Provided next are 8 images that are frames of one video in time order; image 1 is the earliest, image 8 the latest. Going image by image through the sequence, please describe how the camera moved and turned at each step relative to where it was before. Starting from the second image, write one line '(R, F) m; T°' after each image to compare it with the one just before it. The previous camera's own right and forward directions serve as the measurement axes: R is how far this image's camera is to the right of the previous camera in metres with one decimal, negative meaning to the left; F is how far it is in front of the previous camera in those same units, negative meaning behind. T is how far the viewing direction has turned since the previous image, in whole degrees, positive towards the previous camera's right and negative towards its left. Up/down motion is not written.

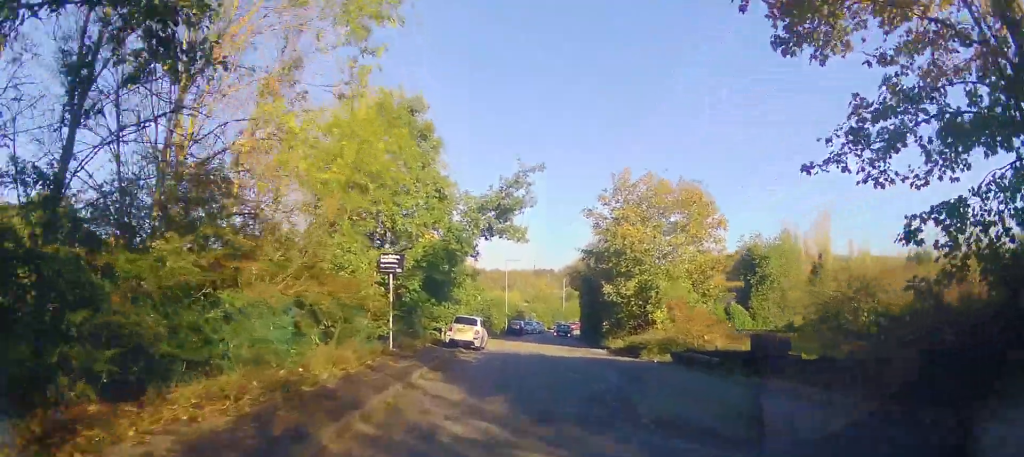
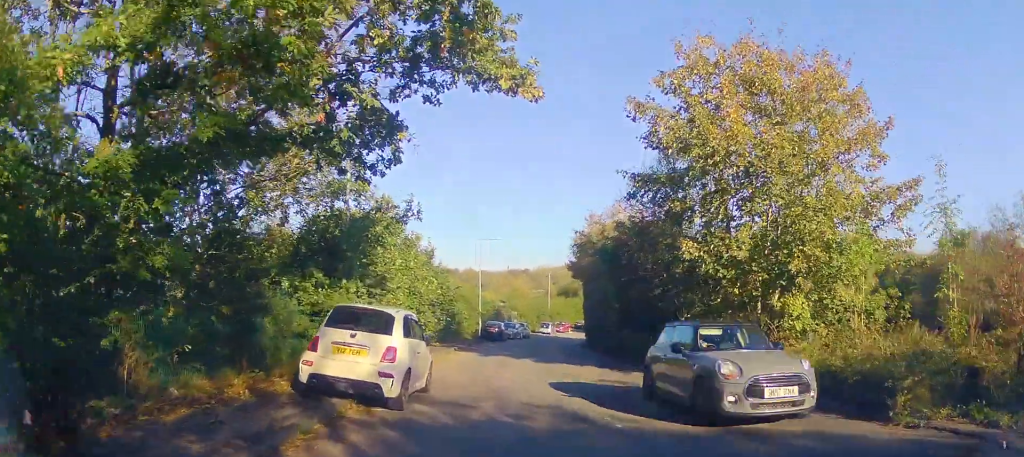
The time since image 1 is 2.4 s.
(+0.9, +18.8) m; +5°
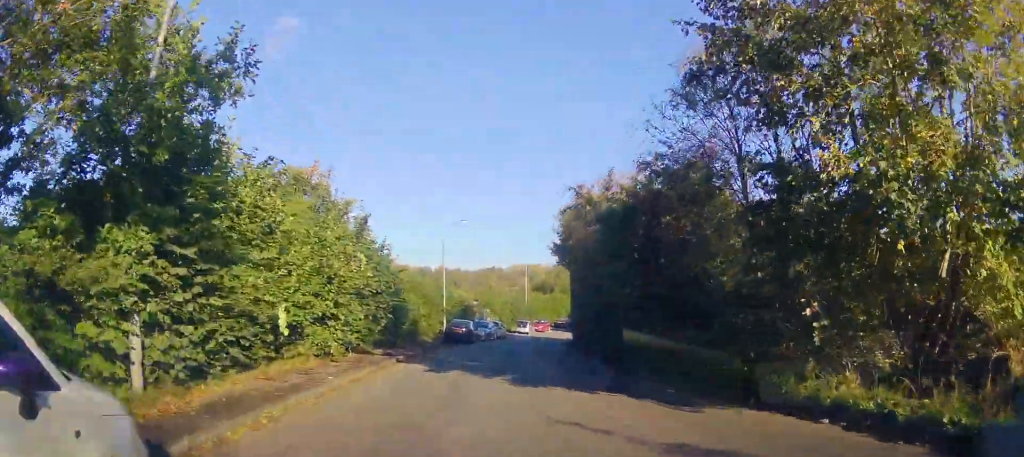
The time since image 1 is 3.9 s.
(+0.3, +7.9) m; 0°
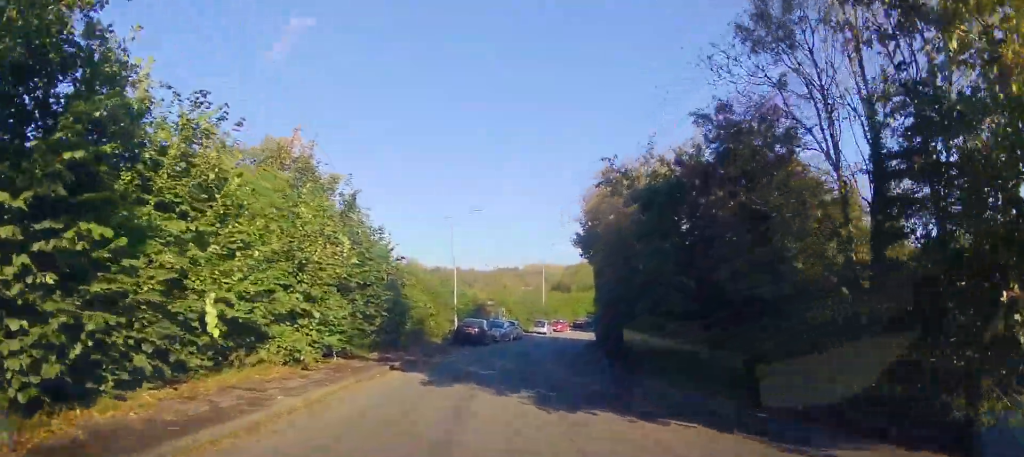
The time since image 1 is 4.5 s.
(0.0, +3.3) m; -2°
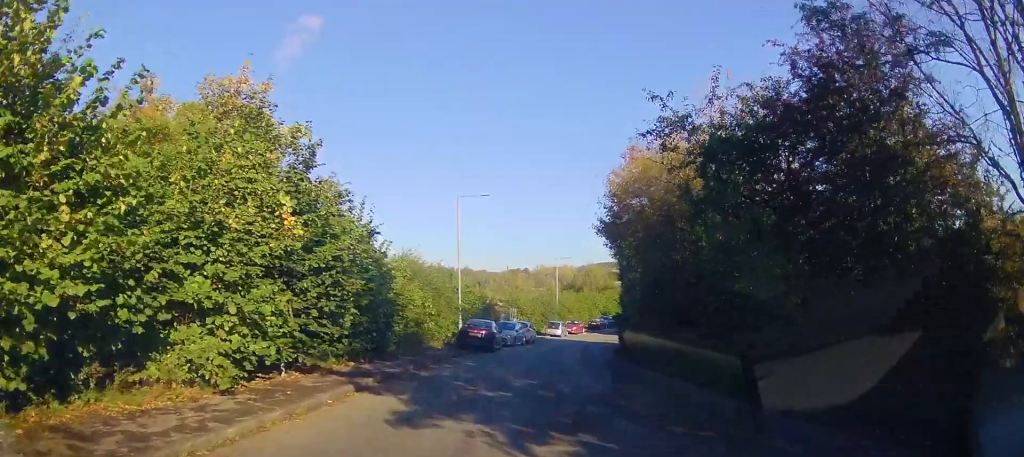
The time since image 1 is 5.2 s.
(-0.1, +4.1) m; -2°
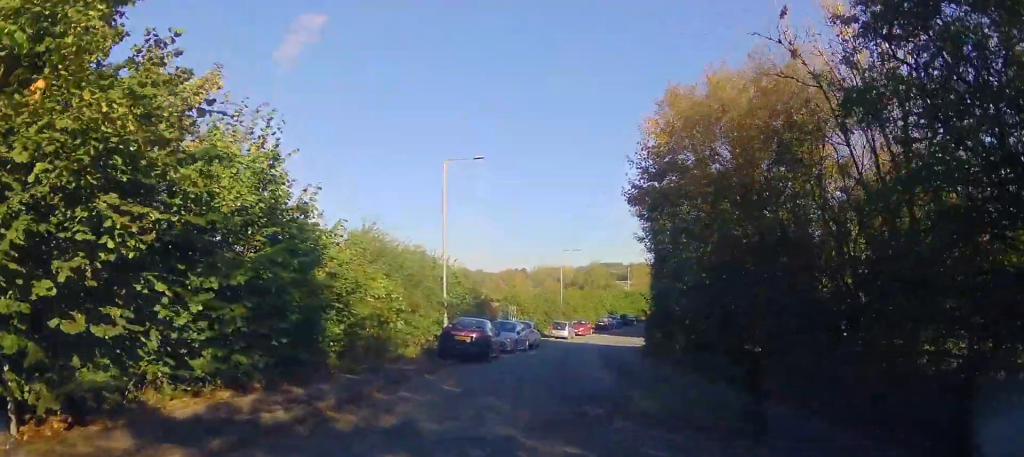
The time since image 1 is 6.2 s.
(-0.1, +6.8) m; +1°
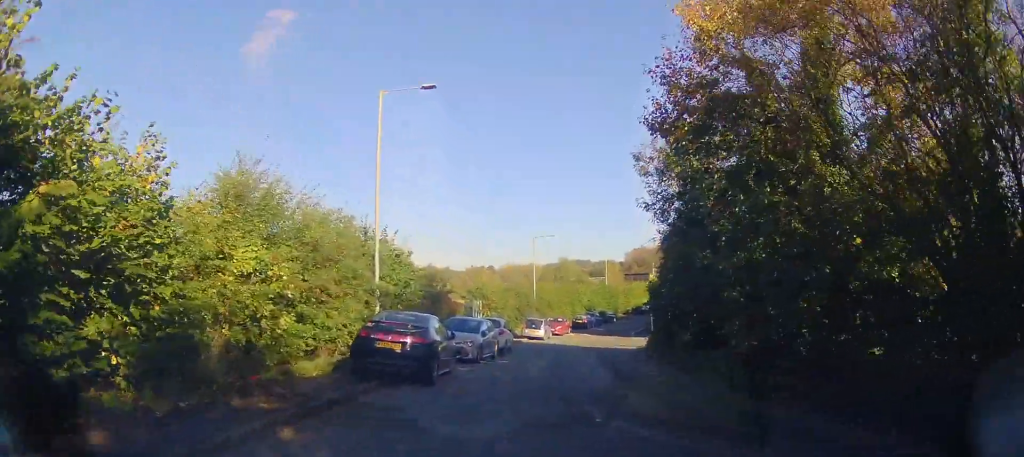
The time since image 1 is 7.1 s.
(+0.1, +6.9) m; +2°
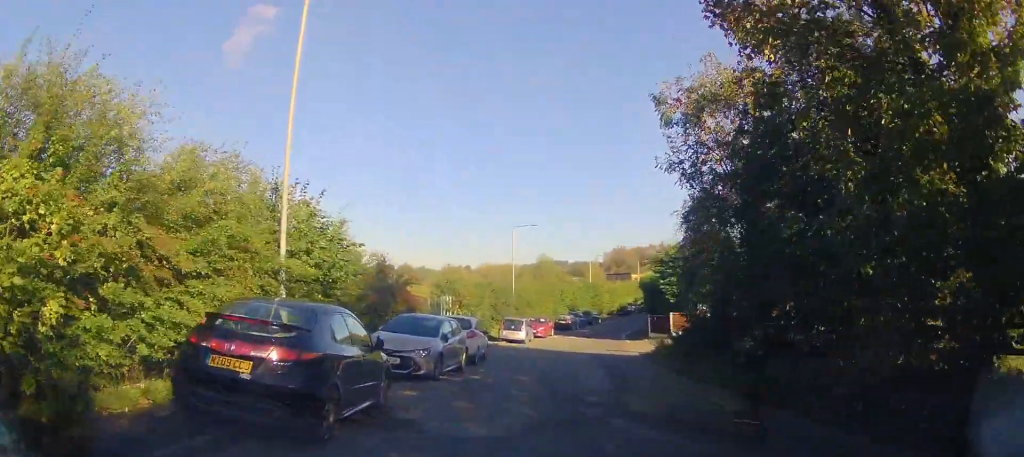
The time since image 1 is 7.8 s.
(+0.1, +5.5) m; +2°
